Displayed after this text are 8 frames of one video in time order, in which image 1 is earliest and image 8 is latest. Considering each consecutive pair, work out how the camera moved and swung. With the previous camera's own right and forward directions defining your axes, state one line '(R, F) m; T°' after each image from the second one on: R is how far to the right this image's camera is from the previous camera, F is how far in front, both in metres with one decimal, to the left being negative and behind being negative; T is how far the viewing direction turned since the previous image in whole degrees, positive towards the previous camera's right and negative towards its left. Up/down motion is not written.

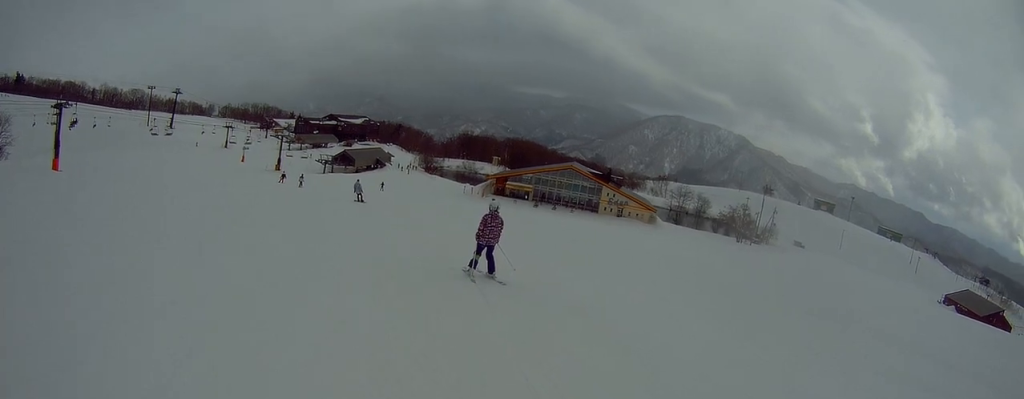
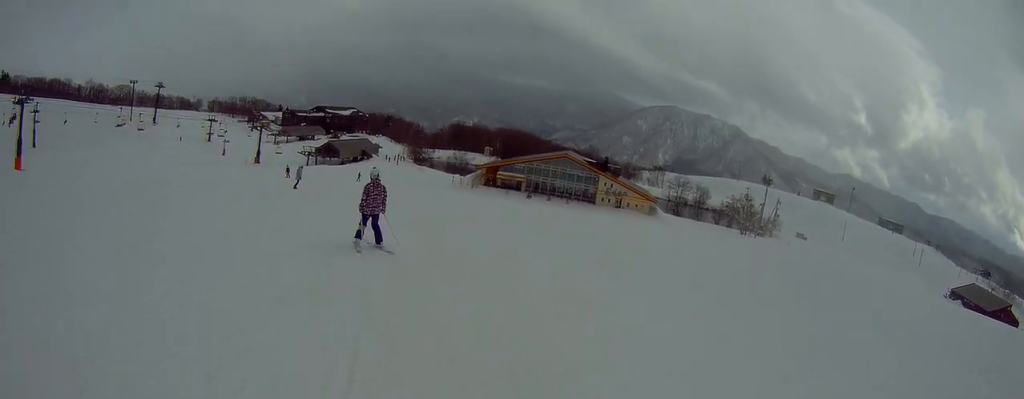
(+0.7, +6.4) m; +6°
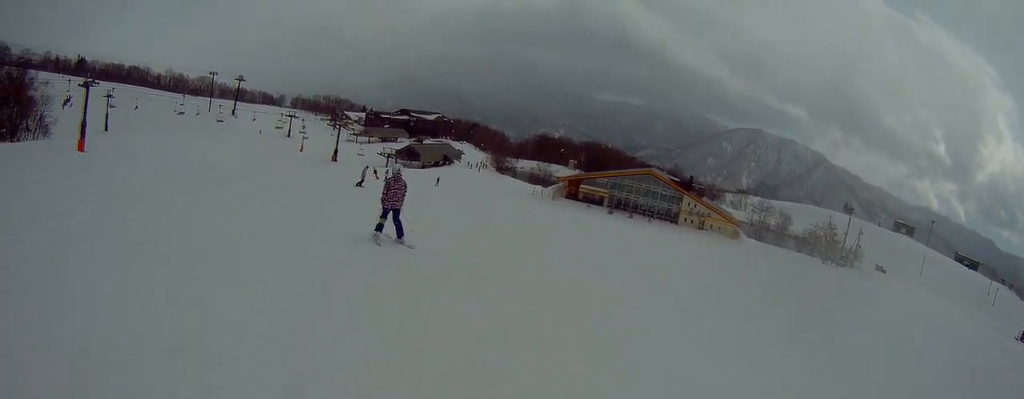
(0.0, +2.5) m; -2°
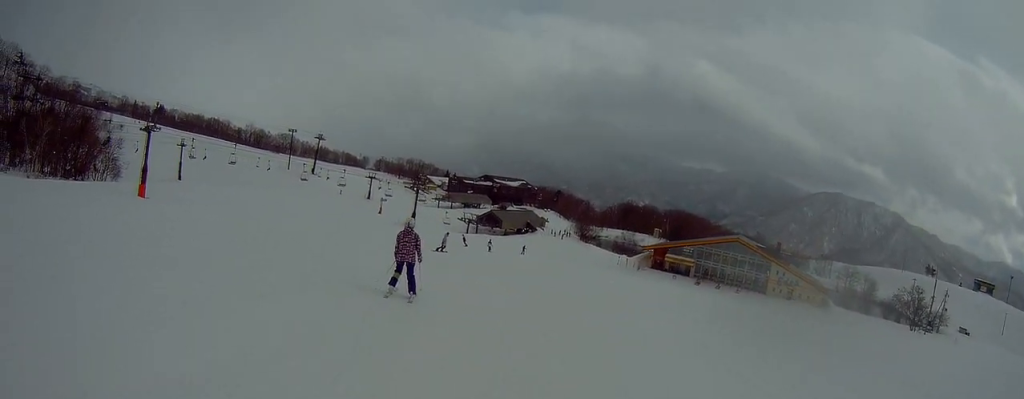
(+0.1, +4.2) m; -12°
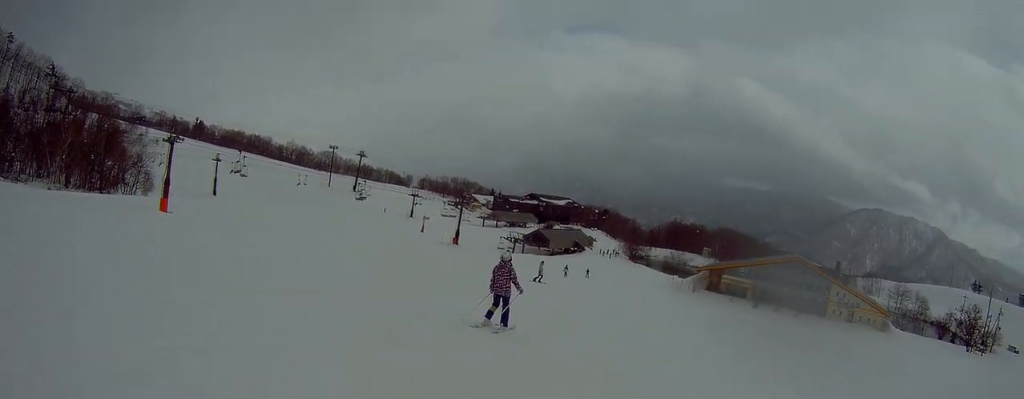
(-1.4, +5.6) m; -3°
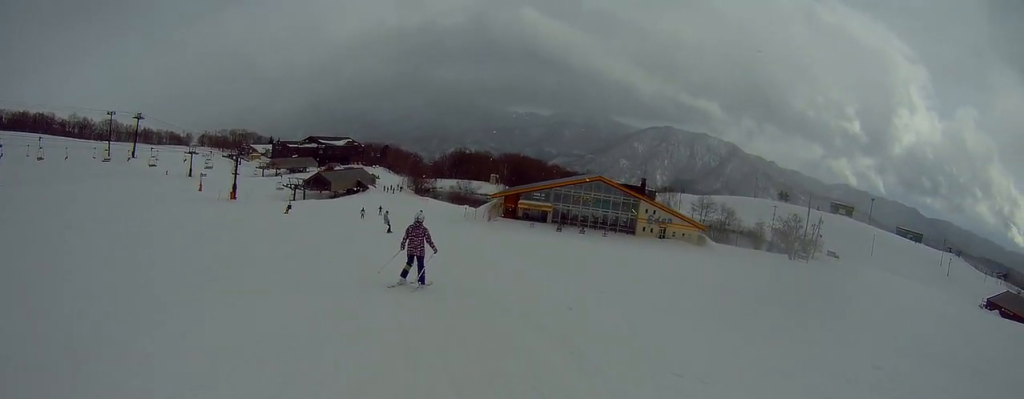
(+1.8, +6.5) m; +17°
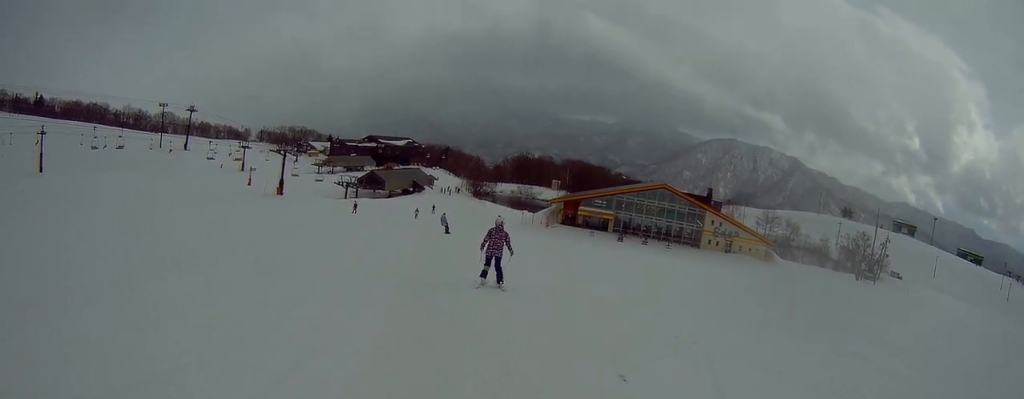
(+0.1, +4.9) m; -1°
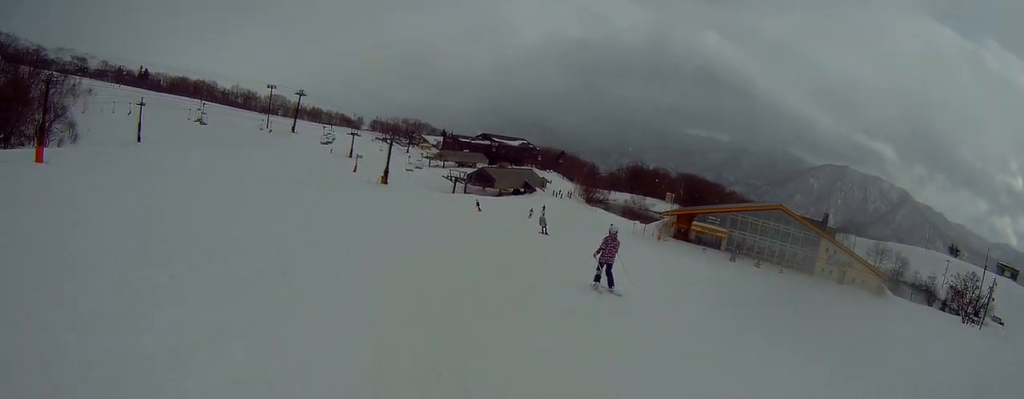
(+0.1, +3.1) m; -4°
